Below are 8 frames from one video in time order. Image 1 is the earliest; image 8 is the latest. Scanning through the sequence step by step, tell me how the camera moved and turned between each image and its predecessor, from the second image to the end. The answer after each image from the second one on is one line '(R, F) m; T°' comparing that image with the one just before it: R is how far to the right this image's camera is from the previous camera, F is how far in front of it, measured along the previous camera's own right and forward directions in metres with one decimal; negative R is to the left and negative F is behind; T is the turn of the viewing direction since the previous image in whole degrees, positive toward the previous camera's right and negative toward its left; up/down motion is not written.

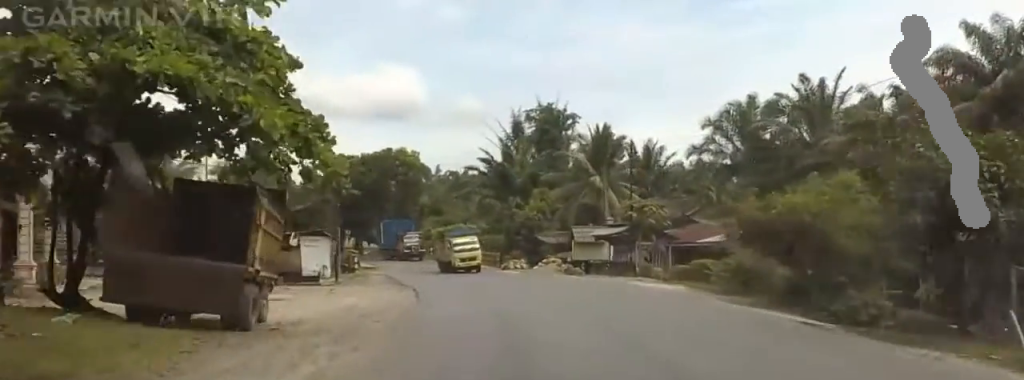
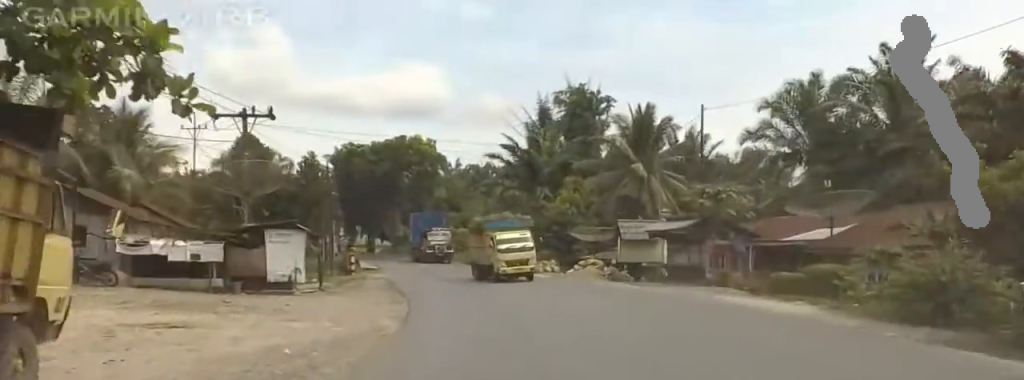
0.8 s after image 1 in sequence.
(+0.1, +10.5) m; +1°
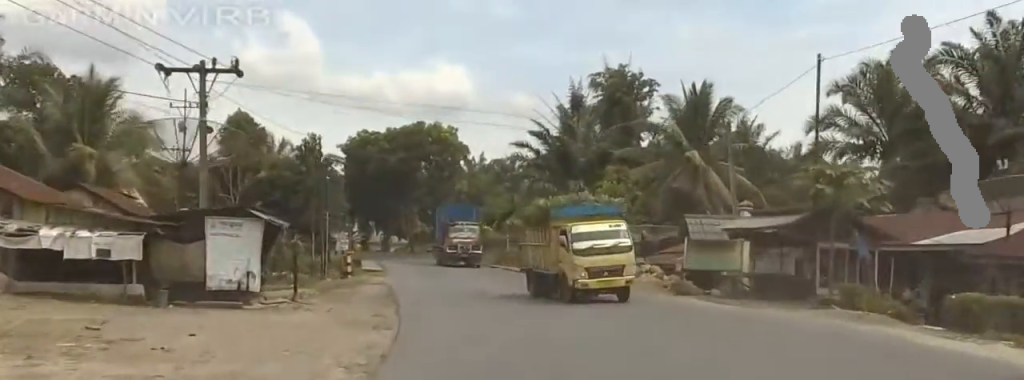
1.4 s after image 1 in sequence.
(0.0, +9.4) m; +1°
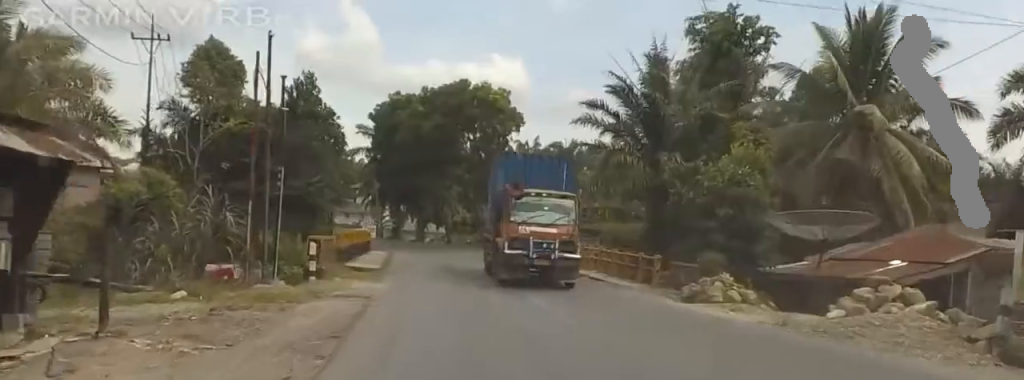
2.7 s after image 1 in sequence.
(+0.3, +17.8) m; +6°
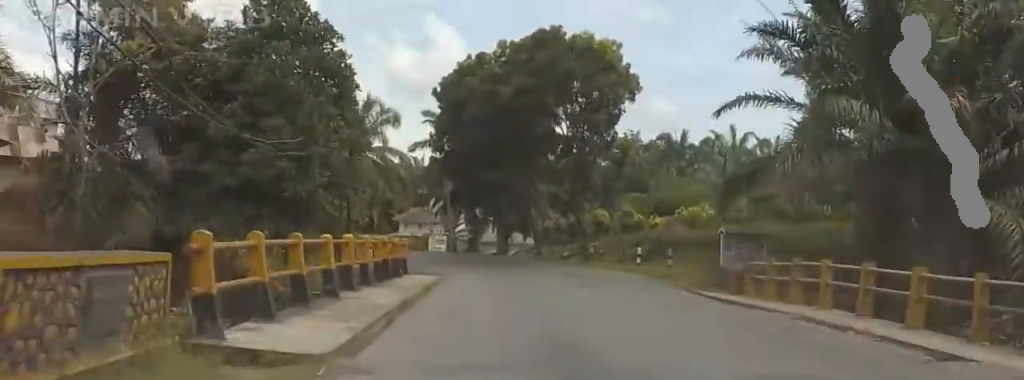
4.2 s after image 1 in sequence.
(+1.1, +19.7) m; +1°
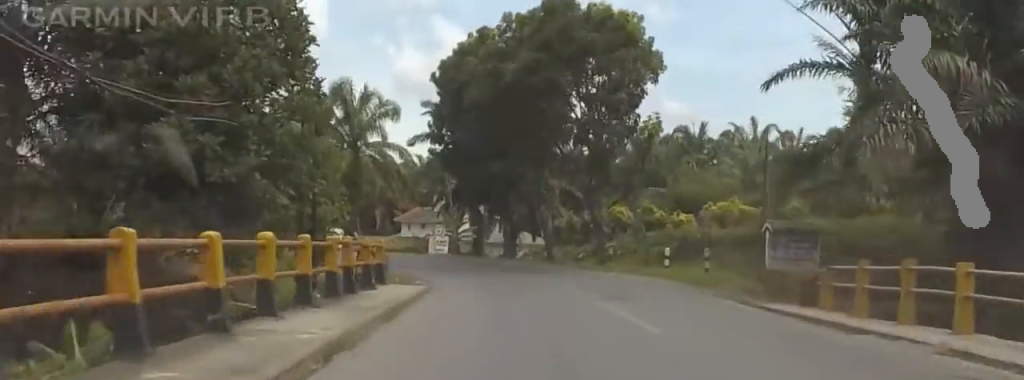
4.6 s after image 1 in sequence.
(-0.6, +6.1) m; 0°
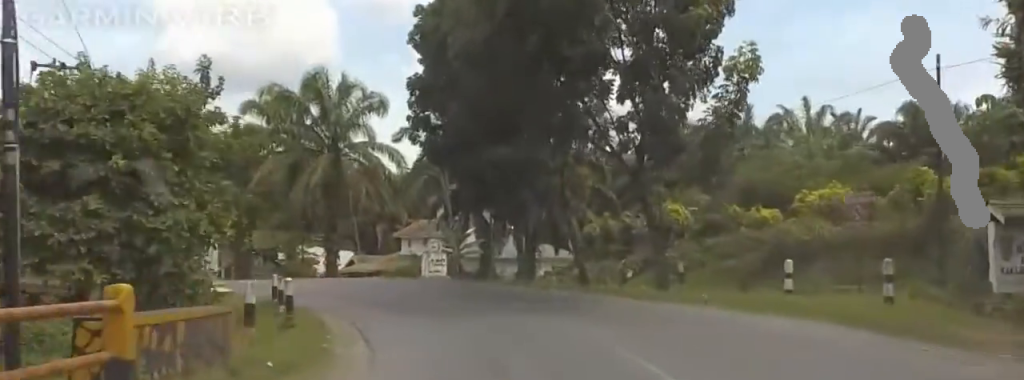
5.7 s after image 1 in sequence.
(+0.8, +15.7) m; +5°
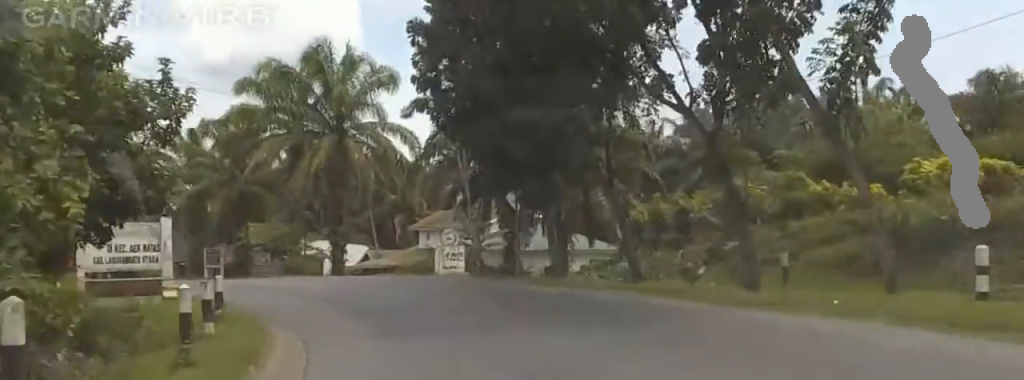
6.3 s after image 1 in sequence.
(+0.2, +8.6) m; +4°
